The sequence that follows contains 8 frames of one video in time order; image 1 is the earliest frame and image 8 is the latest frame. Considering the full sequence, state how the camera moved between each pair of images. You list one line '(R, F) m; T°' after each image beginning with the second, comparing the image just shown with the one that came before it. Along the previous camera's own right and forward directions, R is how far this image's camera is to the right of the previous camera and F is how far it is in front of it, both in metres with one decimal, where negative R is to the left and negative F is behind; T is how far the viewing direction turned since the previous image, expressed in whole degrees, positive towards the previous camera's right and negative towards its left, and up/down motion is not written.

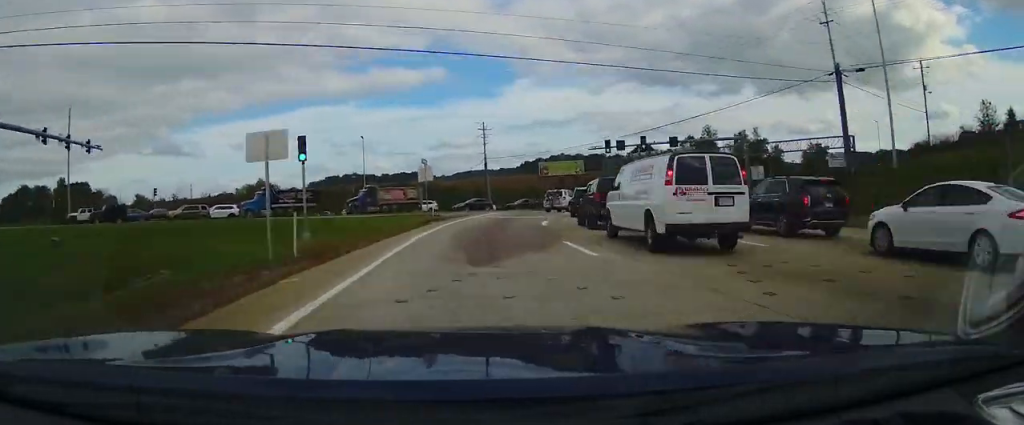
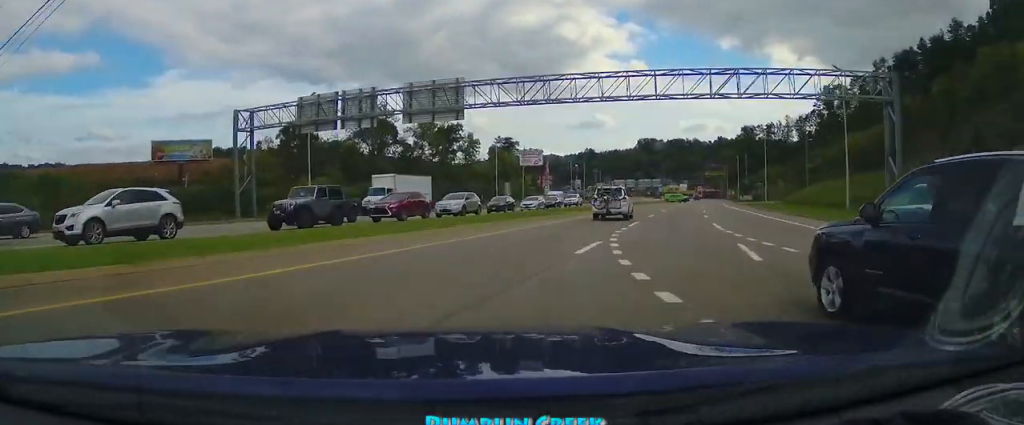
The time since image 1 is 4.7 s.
(+18.9, +61.2) m; +31°
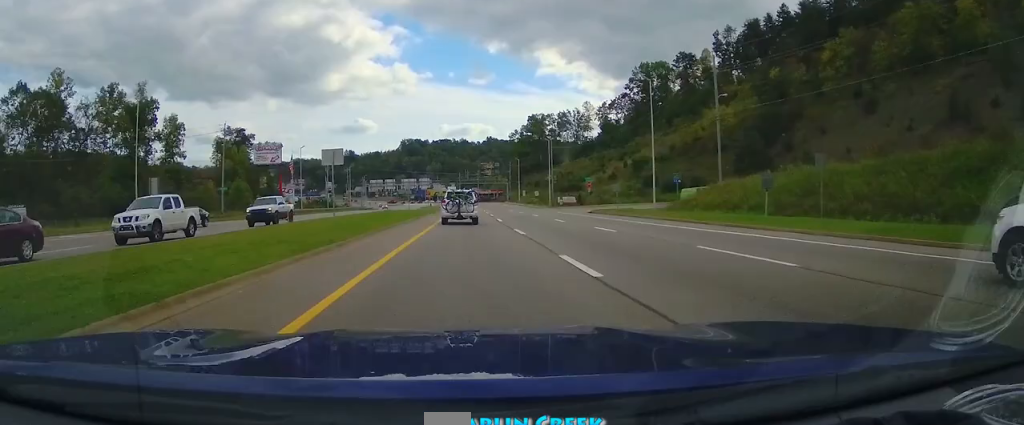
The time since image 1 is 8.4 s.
(+10.1, +60.1) m; +11°
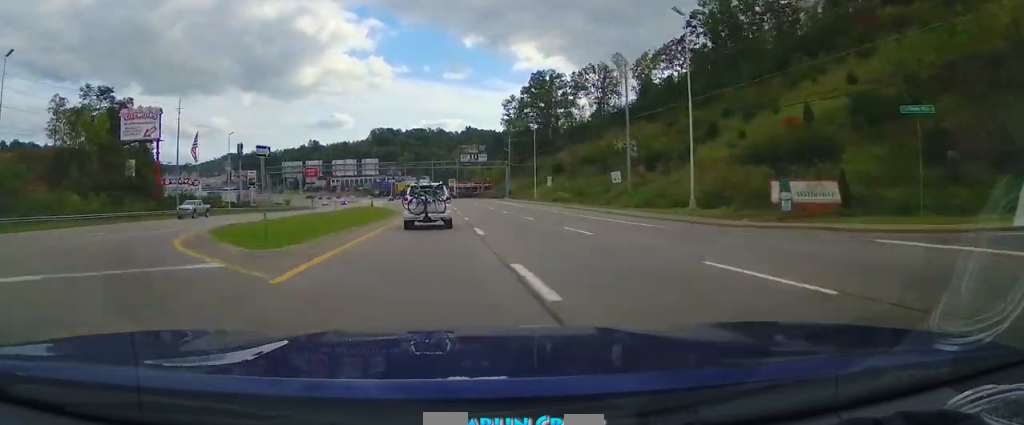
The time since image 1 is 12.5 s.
(+2.8, +76.3) m; 0°
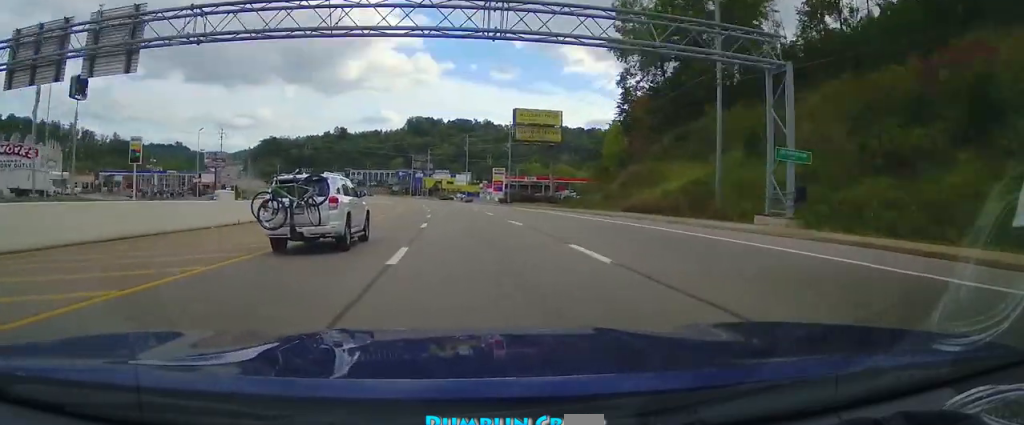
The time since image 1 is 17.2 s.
(-3.1, +95.3) m; -7°
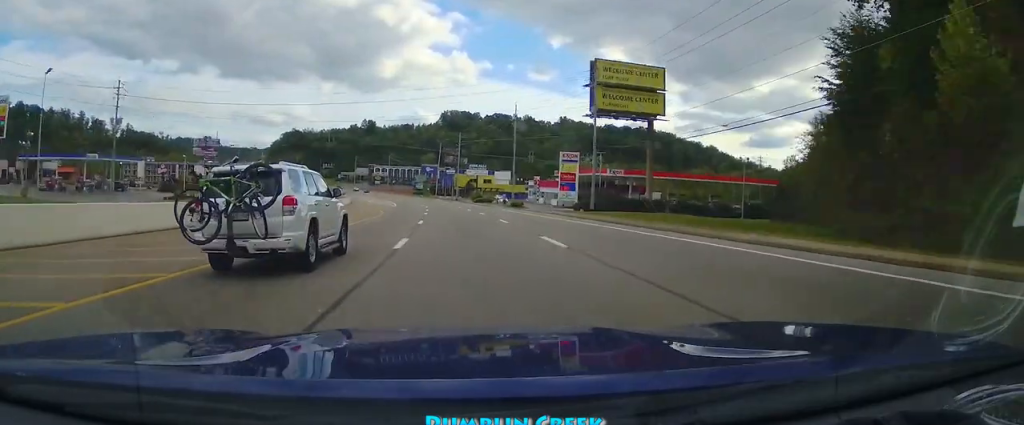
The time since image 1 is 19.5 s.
(-2.9, +49.6) m; -5°
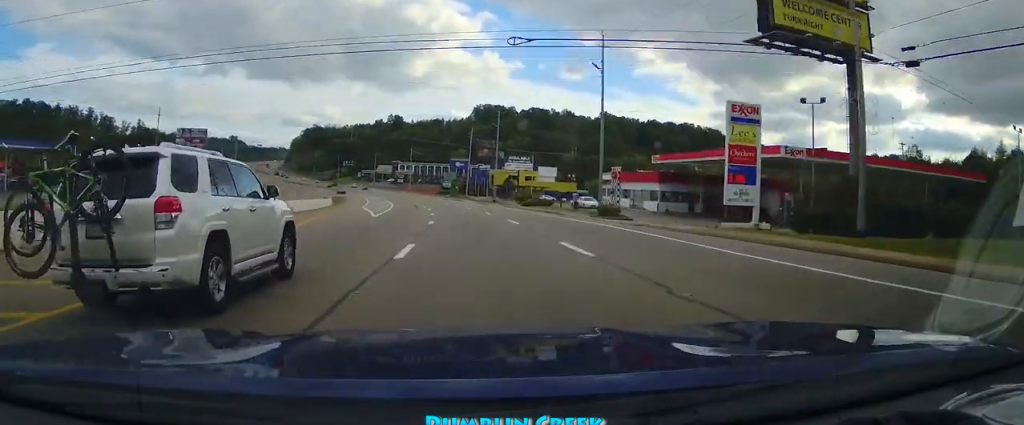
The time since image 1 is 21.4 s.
(+0.2, +41.4) m; -4°
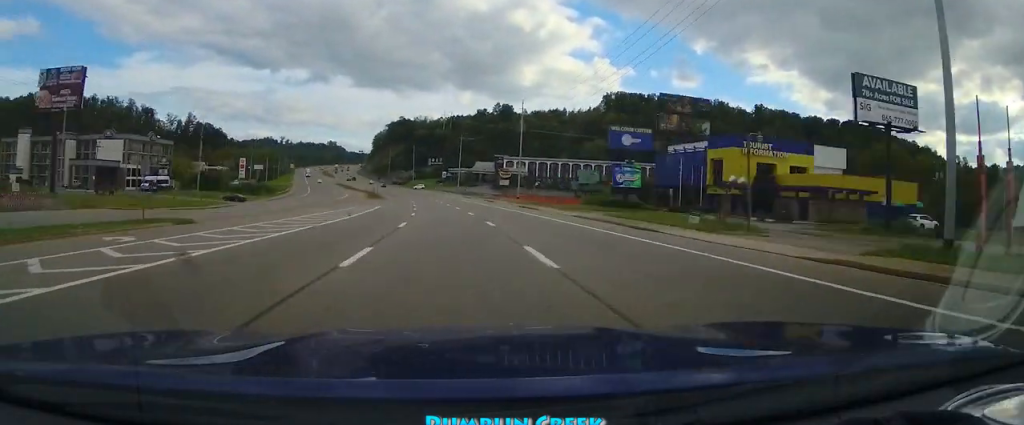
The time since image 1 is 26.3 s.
(-12.7, +113.9) m; -12°
